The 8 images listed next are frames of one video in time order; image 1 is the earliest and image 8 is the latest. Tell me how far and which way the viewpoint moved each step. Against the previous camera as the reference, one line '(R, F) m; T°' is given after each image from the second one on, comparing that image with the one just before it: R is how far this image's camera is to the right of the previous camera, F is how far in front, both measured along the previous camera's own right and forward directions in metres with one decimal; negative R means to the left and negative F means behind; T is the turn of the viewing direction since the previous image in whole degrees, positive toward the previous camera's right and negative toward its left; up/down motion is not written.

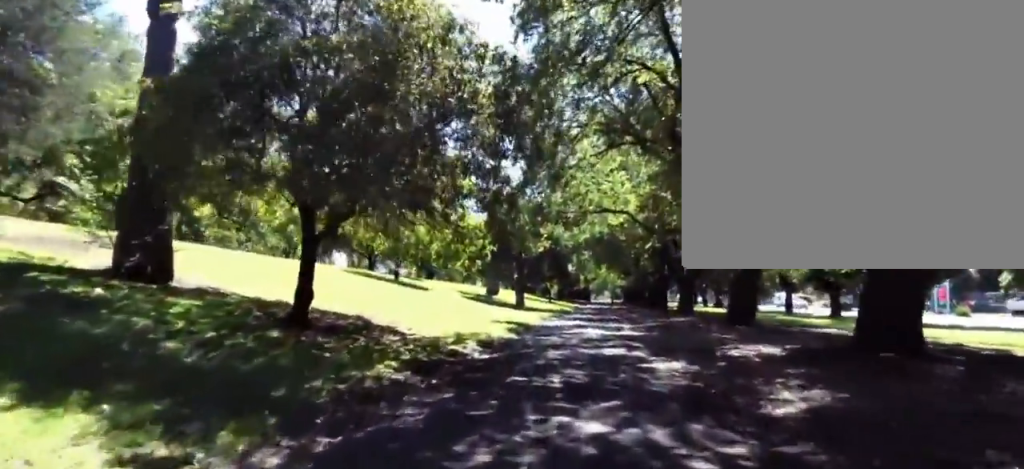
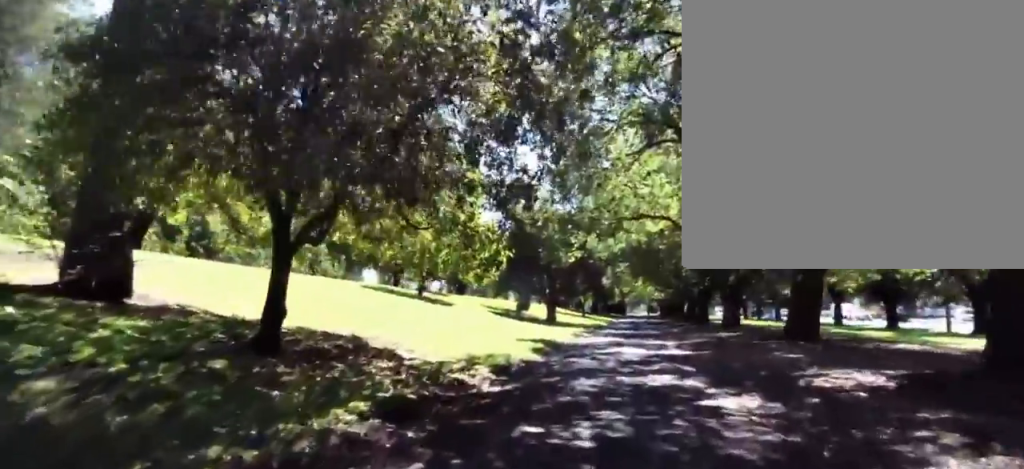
(0.0, +2.5) m; 0°
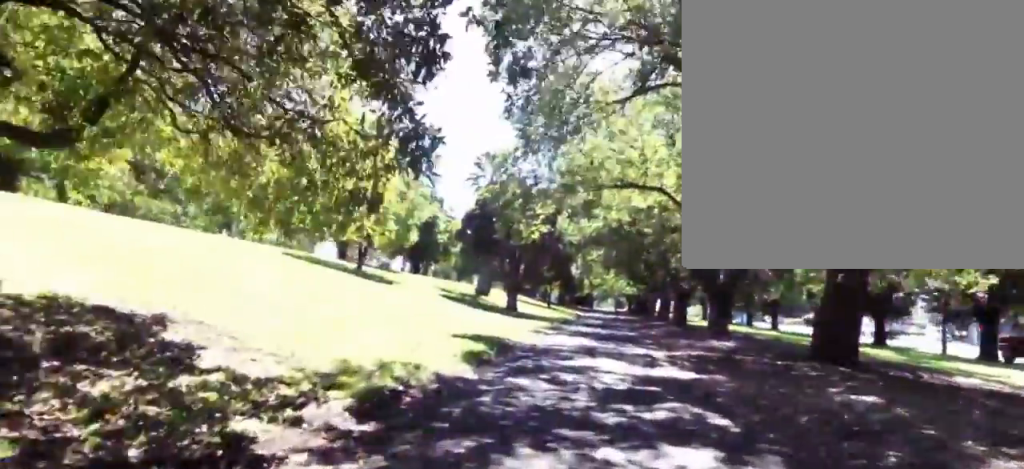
(-0.1, +5.2) m; -5°
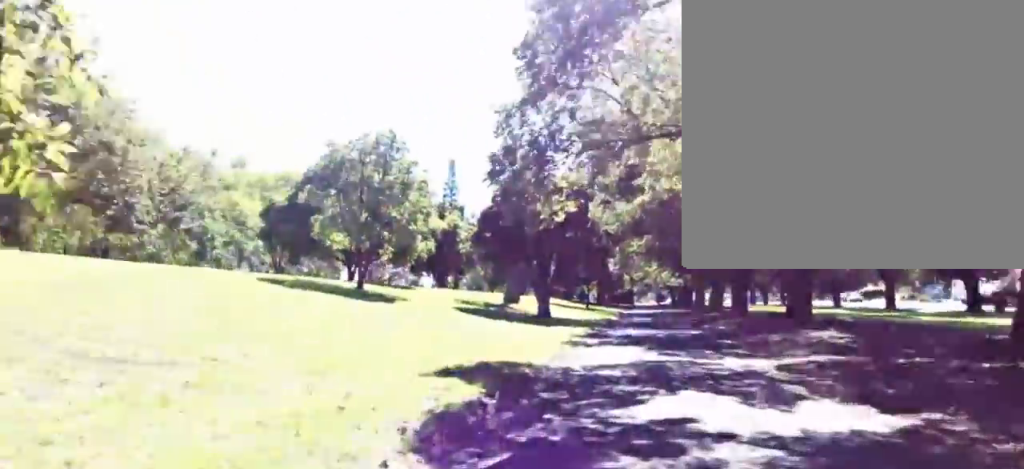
(-0.4, +4.7) m; -5°
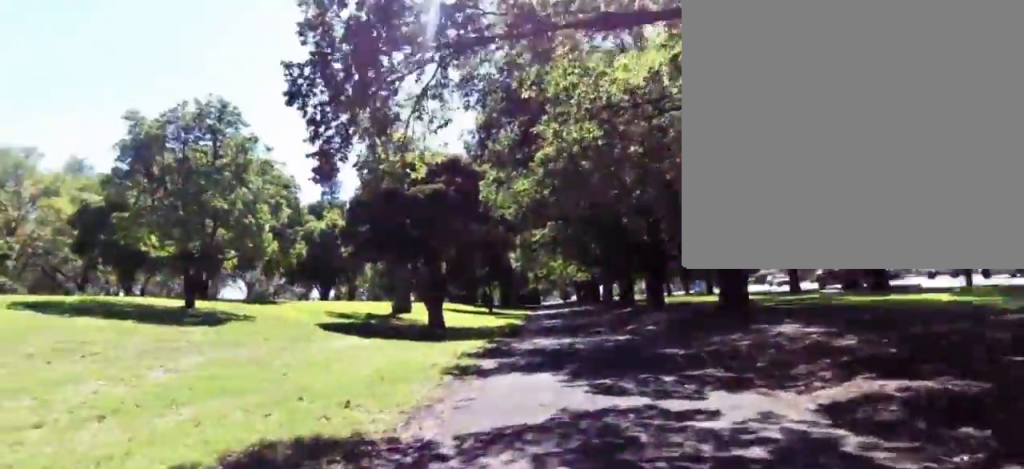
(0.0, +3.9) m; 0°
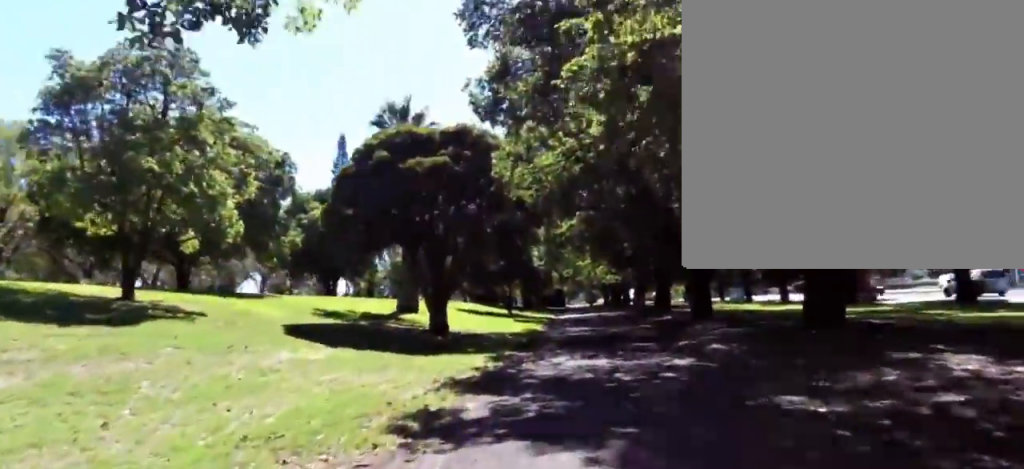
(0.0, +4.0) m; 0°
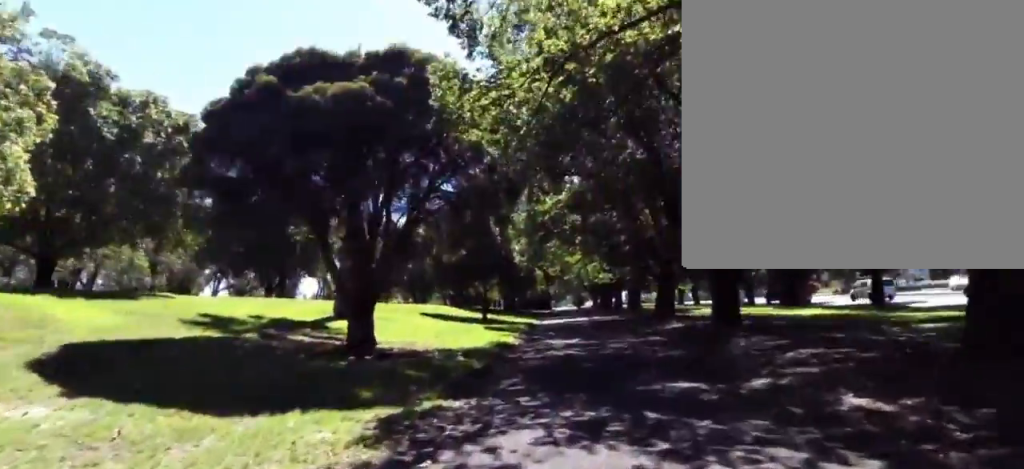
(0.0, +5.6) m; +7°
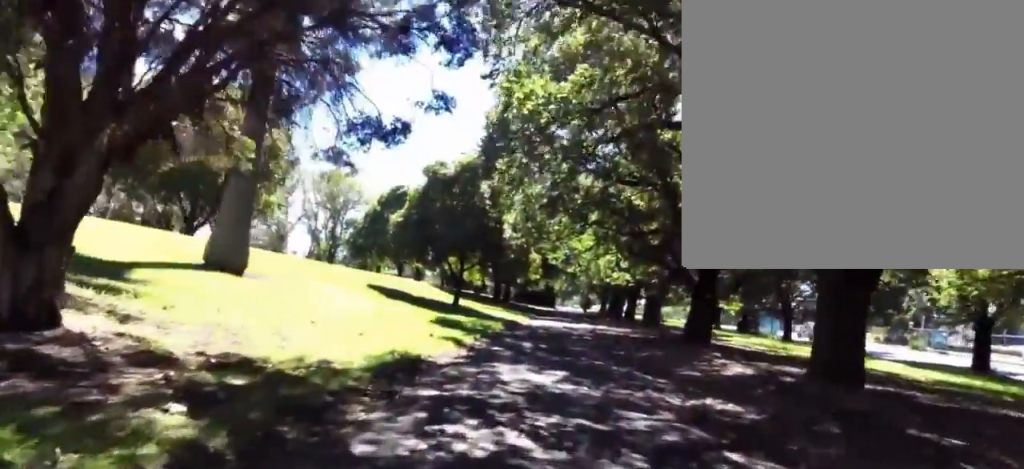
(+0.9, +8.0) m; +2°
